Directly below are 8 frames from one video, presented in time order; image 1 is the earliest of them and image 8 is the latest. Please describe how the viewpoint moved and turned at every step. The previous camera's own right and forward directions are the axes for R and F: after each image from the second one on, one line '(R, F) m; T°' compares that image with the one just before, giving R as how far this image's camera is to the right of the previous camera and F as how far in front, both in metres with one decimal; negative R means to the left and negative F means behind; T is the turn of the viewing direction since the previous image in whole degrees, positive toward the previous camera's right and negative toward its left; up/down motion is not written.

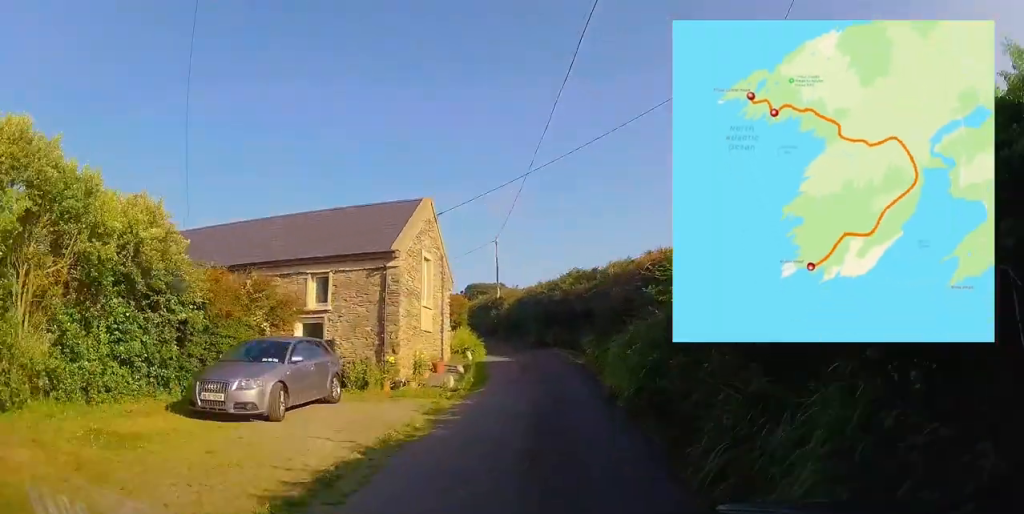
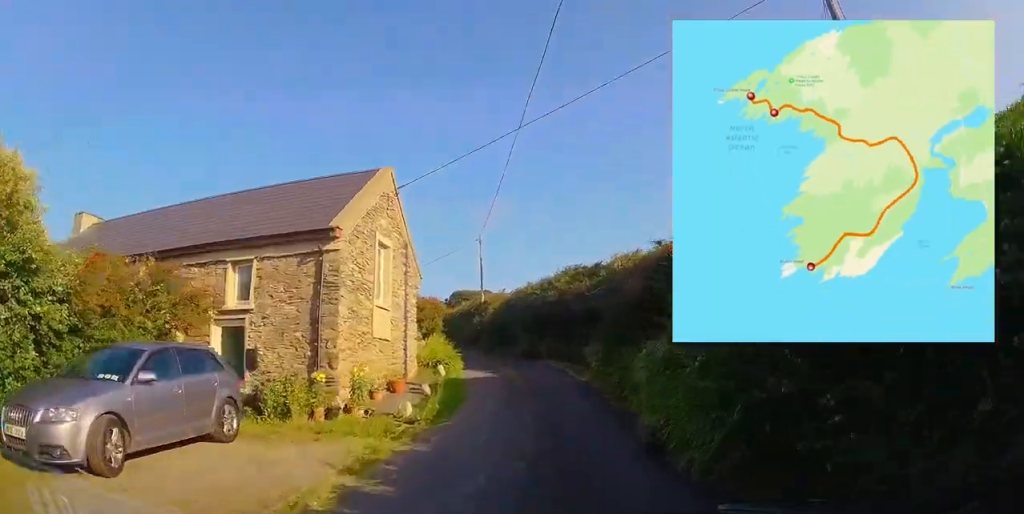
(+0.1, +3.1) m; +1°
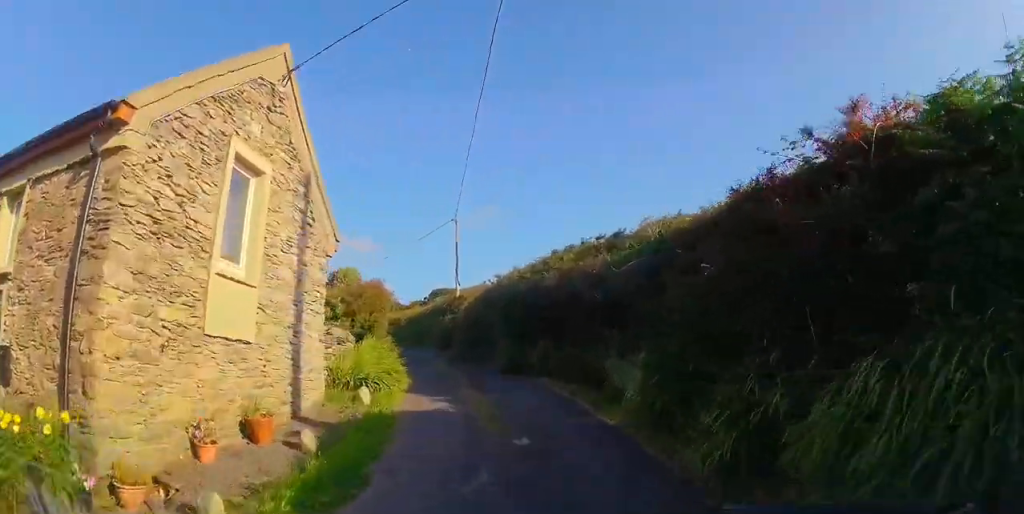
(+0.2, +4.7) m; -1°
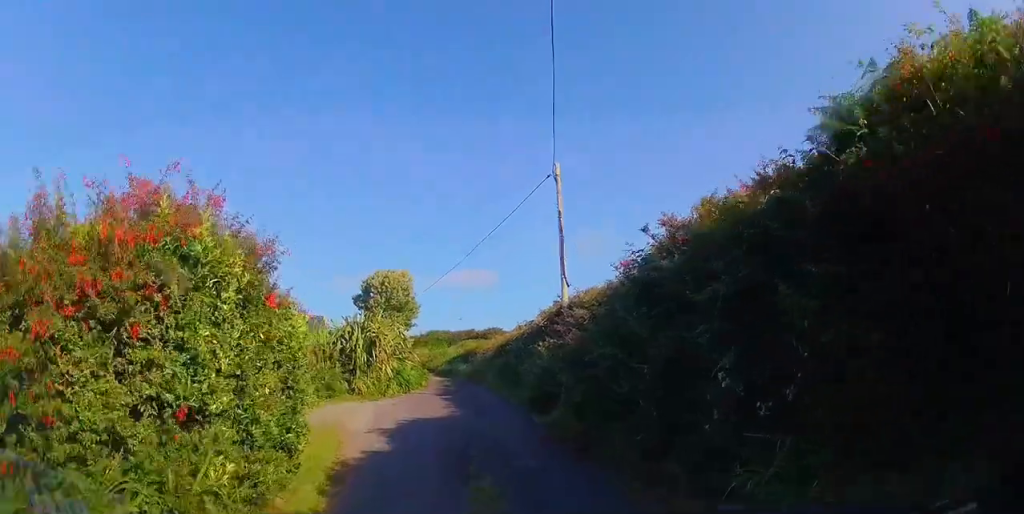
(-0.8, +8.7) m; -9°
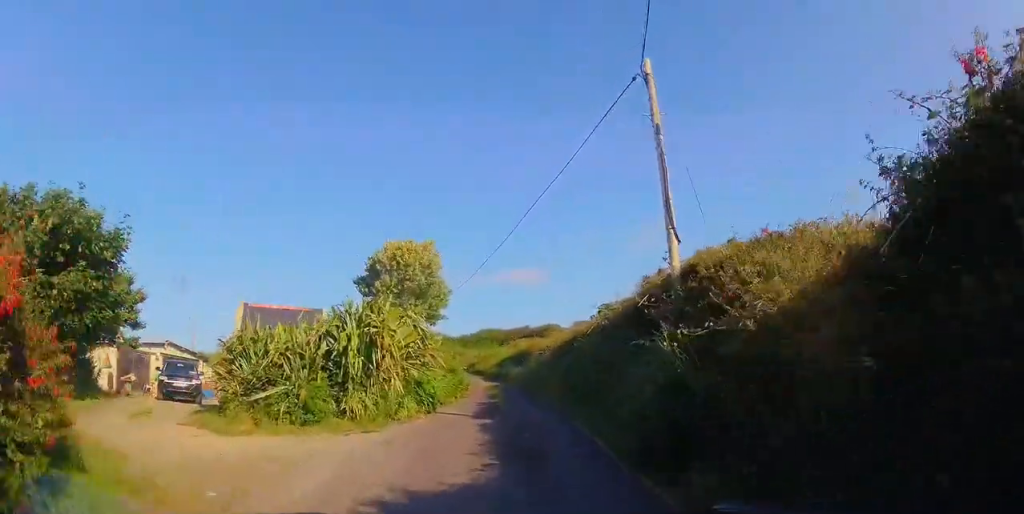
(-0.1, +5.0) m; -4°
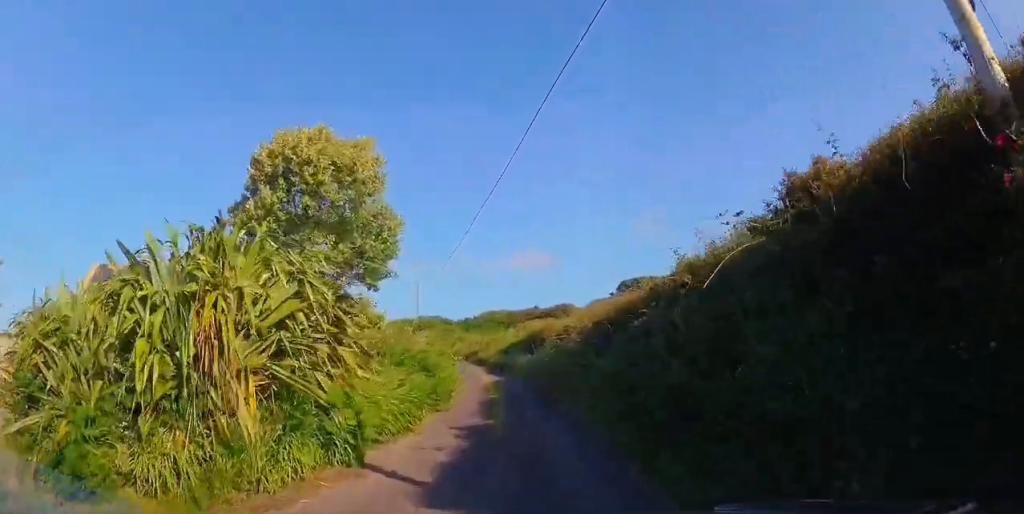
(-0.2, +6.3) m; -2°
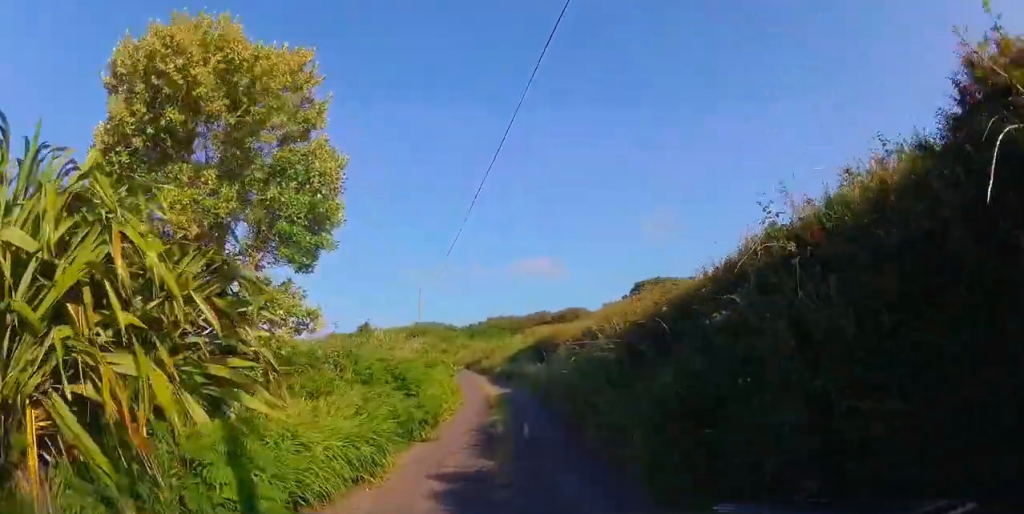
(-0.1, +3.0) m; +1°
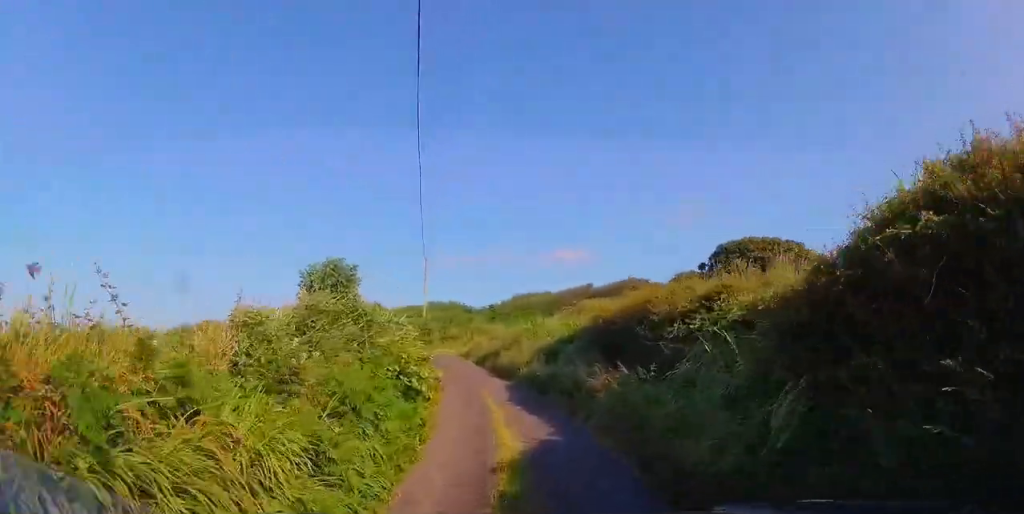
(0.0, +12.6) m; -5°
